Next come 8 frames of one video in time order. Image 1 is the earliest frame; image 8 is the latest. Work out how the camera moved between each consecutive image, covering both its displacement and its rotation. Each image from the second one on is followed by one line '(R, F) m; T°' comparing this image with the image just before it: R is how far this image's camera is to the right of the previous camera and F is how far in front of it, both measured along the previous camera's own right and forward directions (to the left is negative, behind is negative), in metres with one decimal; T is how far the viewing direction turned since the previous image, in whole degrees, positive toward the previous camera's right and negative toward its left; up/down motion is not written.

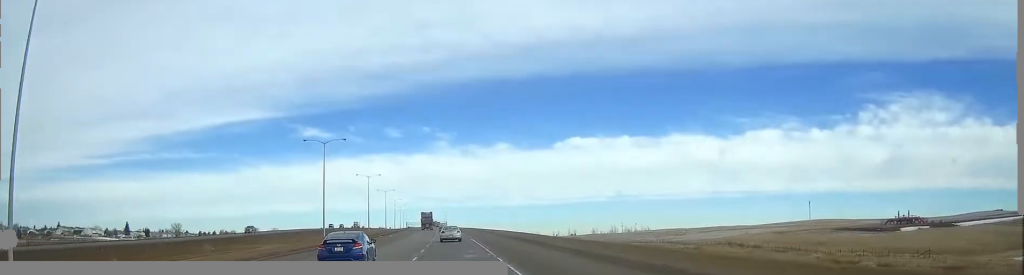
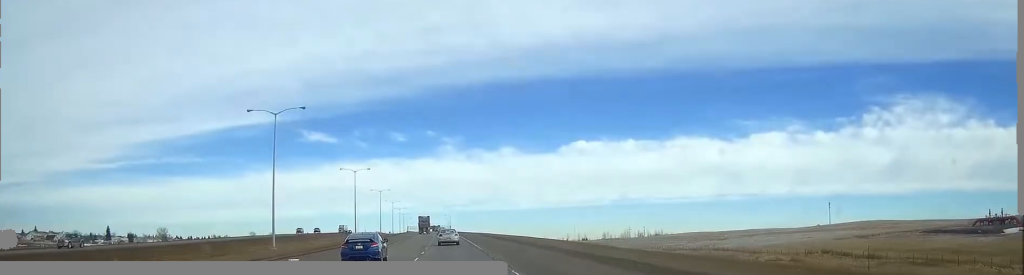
(-0.2, +43.1) m; 0°
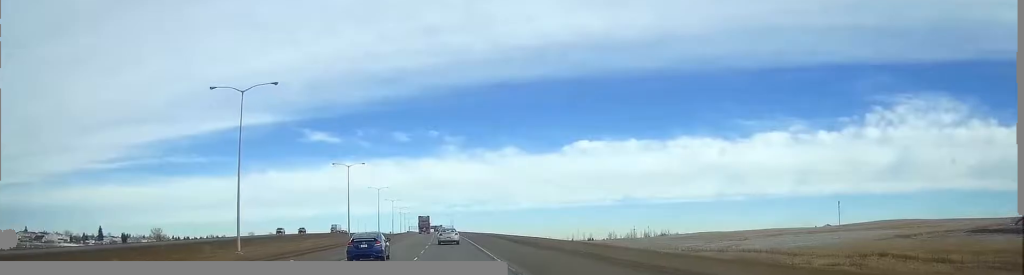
(+0.1, +17.9) m; 0°
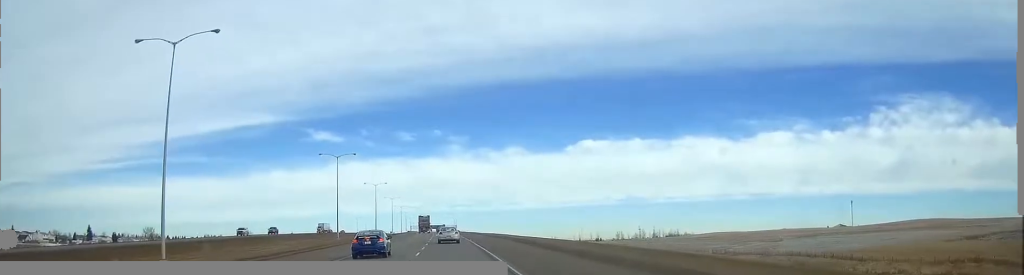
(-0.1, +23.5) m; 0°
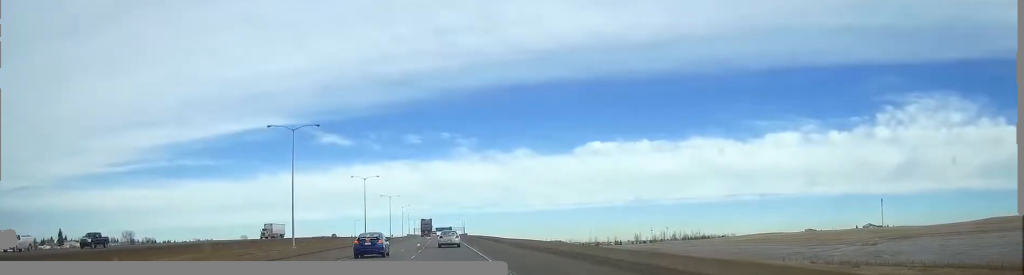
(-0.4, +52.7) m; -1°
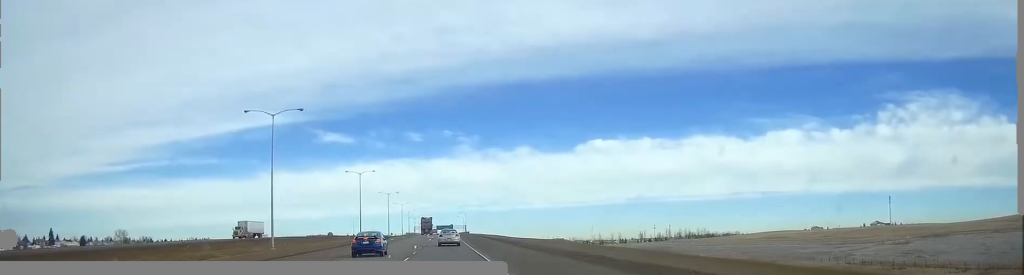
(0.0, +14.1) m; 0°
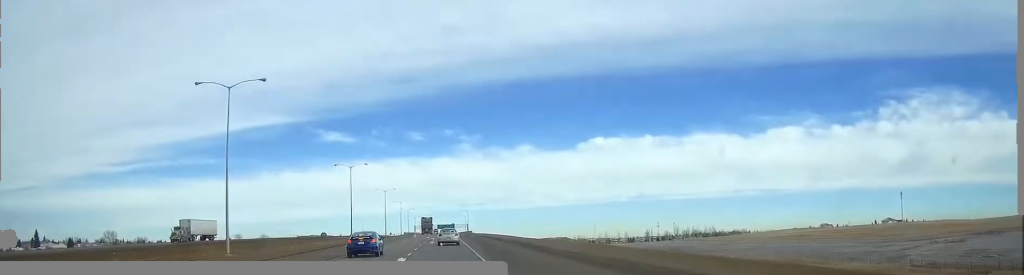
(-0.1, +21.4) m; 0°
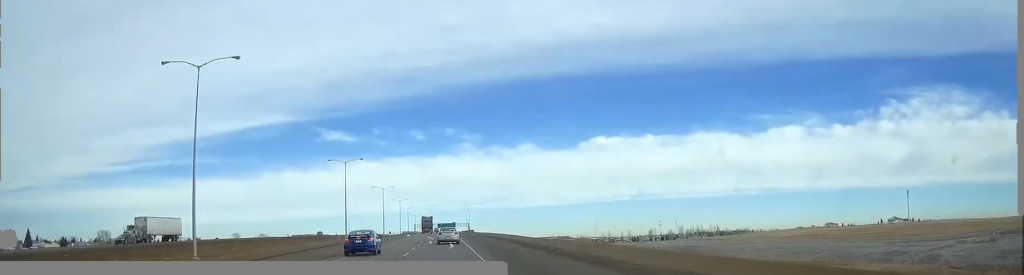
(0.0, +11.1) m; 0°
